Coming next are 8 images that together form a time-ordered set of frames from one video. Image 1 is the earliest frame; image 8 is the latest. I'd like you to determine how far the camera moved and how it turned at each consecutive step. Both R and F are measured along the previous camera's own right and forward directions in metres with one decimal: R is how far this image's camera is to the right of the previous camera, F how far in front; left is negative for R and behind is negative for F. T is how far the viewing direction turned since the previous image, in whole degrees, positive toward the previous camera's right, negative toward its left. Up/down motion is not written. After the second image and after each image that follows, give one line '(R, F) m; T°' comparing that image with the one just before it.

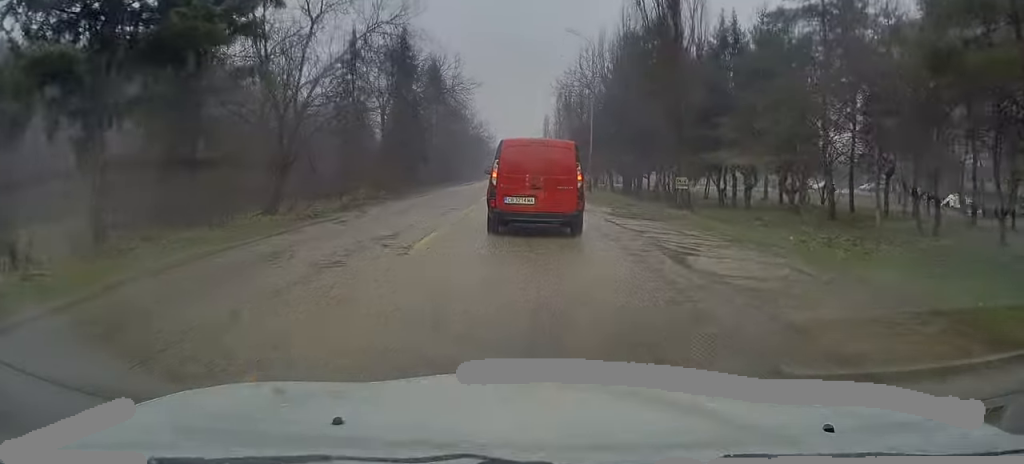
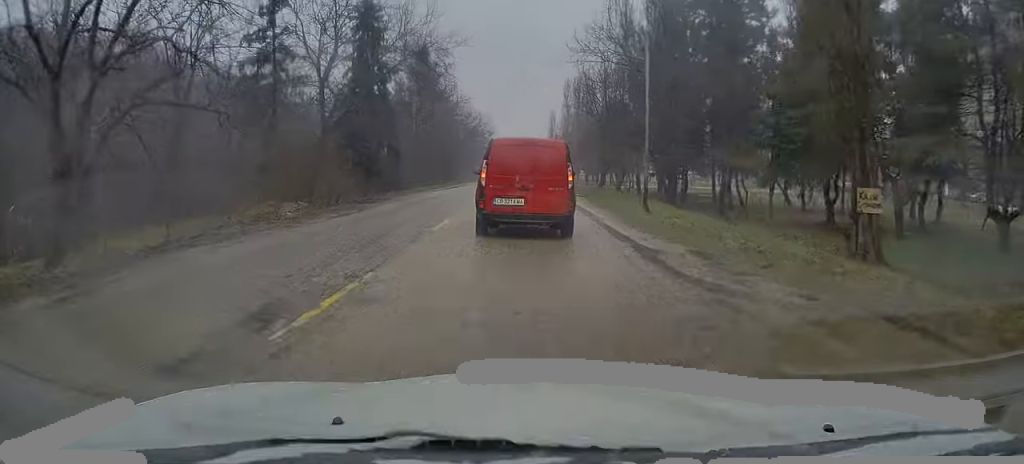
(+0.1, +15.4) m; 0°
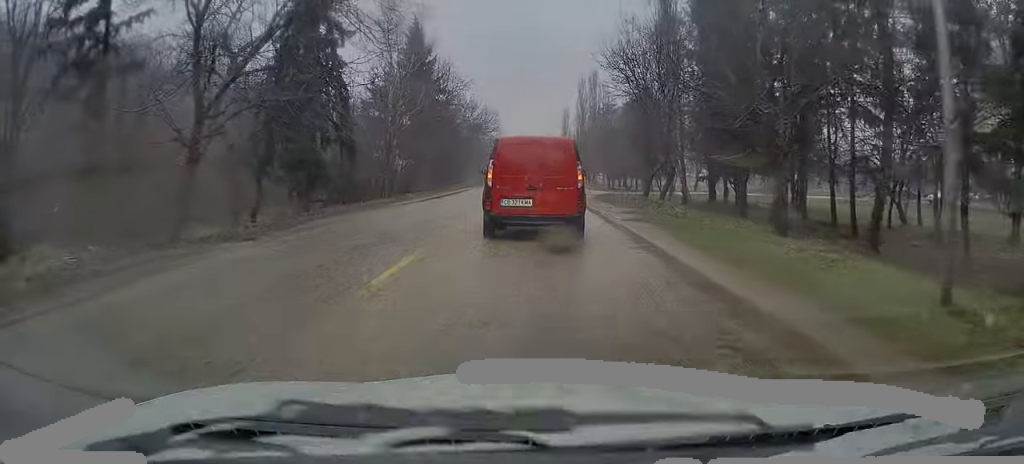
(-0.3, +14.2) m; -3°
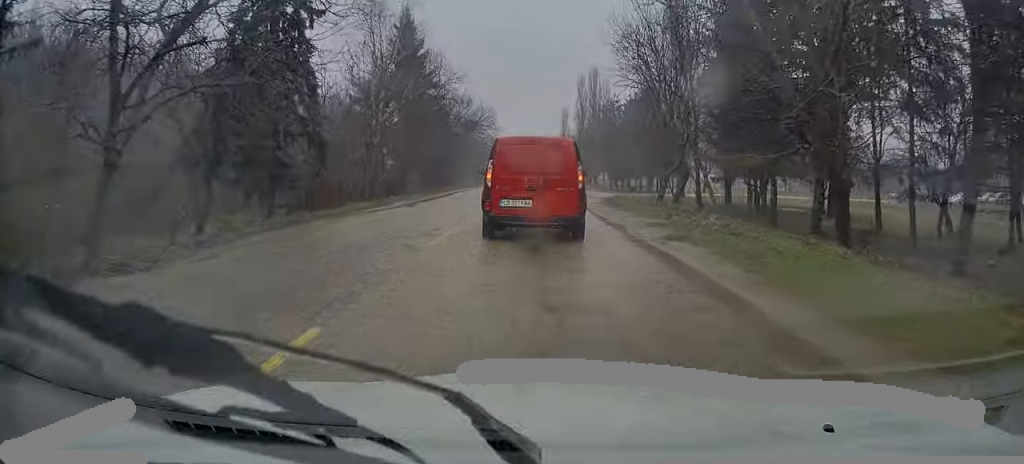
(-0.1, +4.3) m; -1°
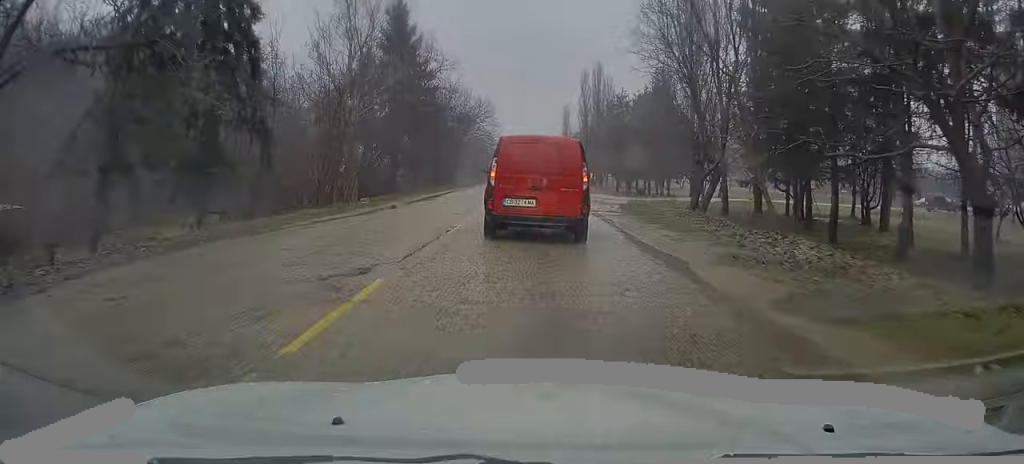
(0.0, +5.8) m; 0°
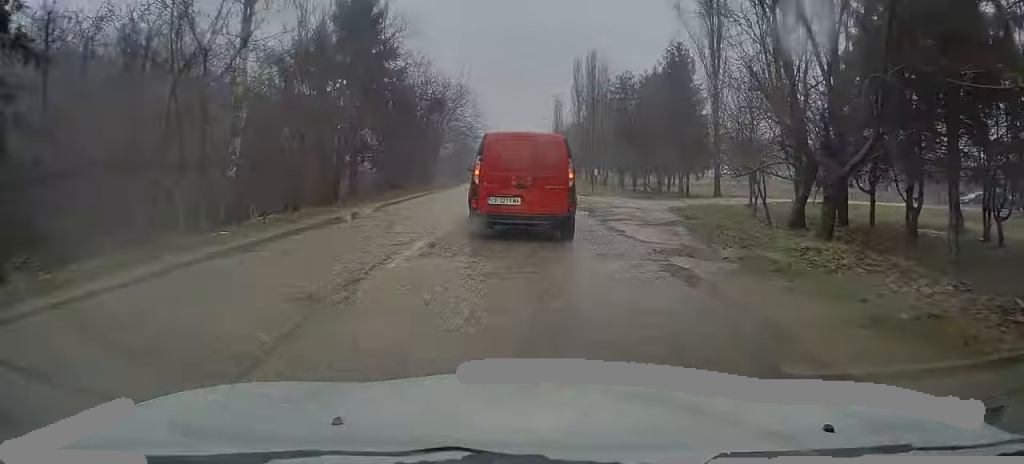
(+0.1, +11.4) m; +2°
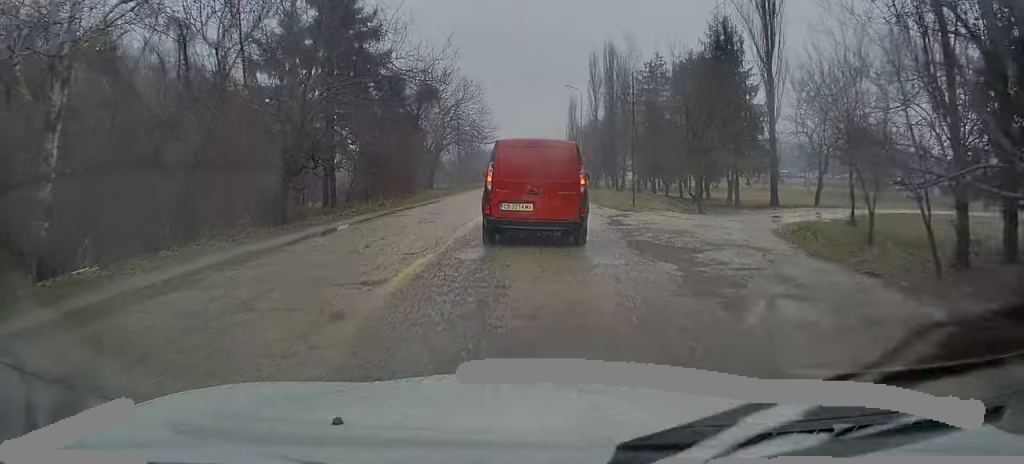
(+0.2, +9.9) m; +1°
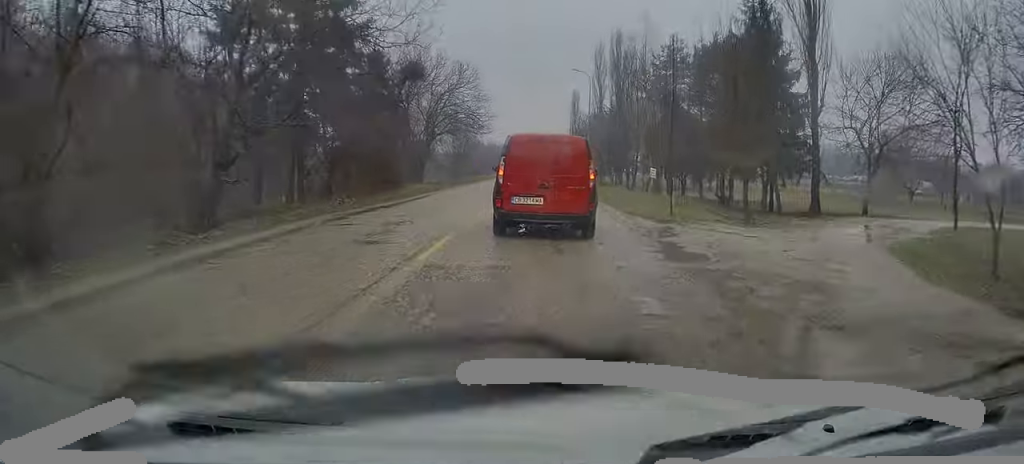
(0.0, +6.6) m; +1°
